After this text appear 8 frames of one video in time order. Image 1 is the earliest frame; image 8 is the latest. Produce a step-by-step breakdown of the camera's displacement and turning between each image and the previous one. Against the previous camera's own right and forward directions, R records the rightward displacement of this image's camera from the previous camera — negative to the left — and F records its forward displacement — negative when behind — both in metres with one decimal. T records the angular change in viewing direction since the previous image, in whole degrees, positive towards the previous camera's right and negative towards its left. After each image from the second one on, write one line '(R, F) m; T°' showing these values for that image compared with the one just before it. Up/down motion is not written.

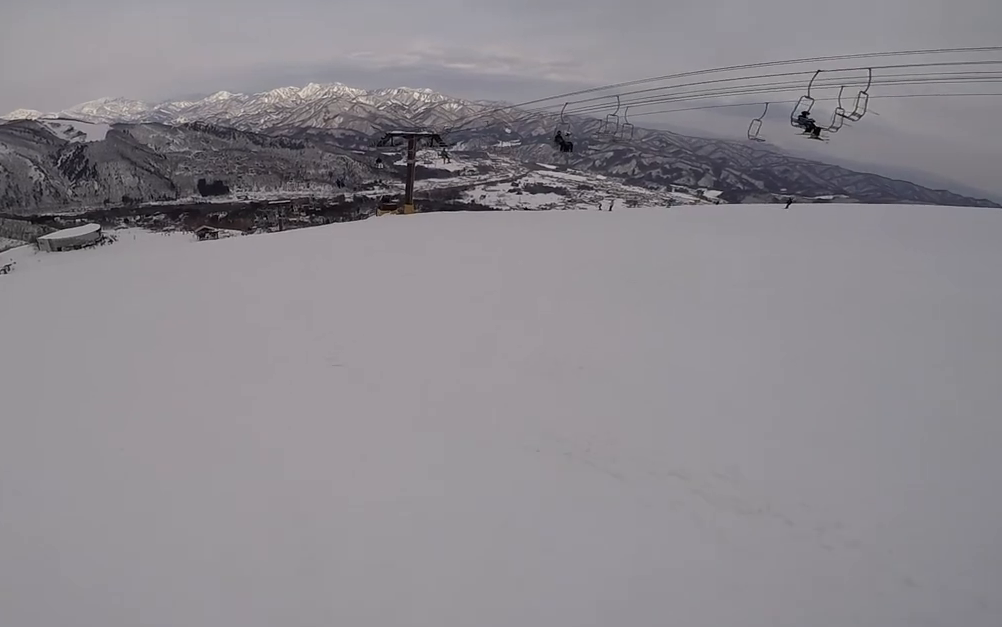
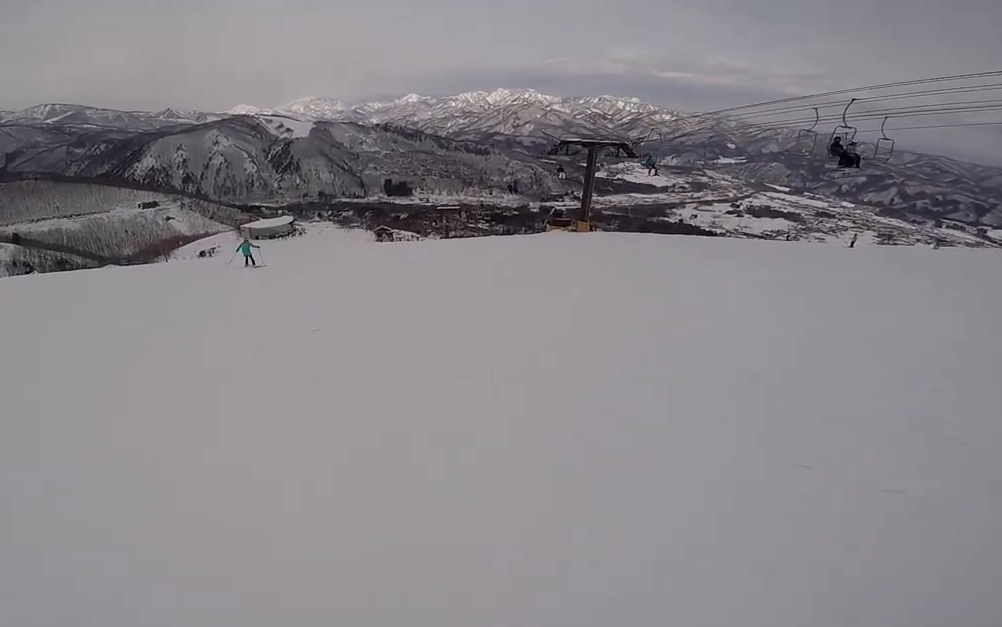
(-2.5, +3.8) m; -49°
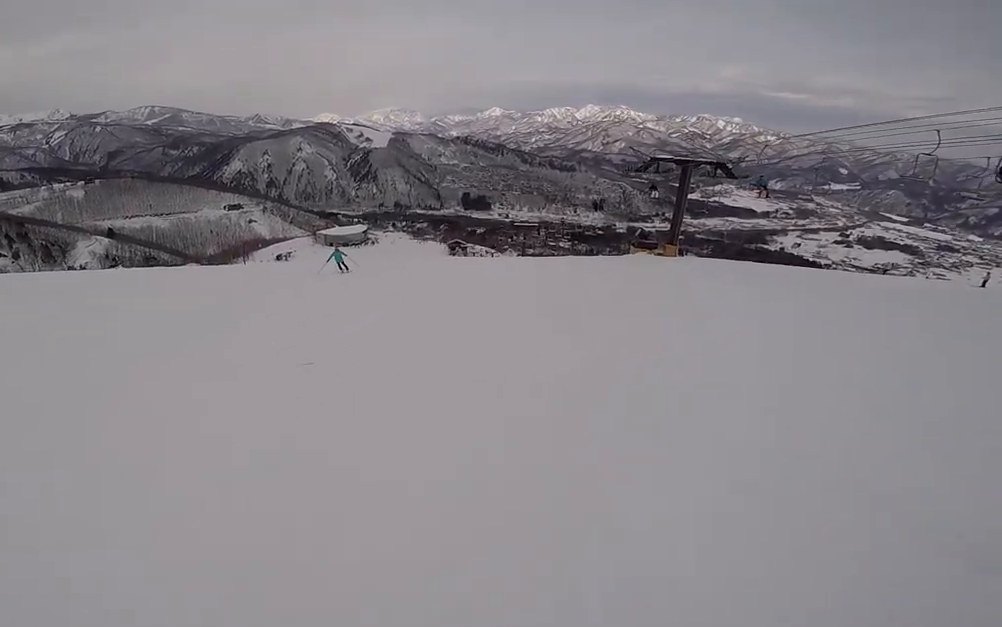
(0.0, +1.5) m; -7°
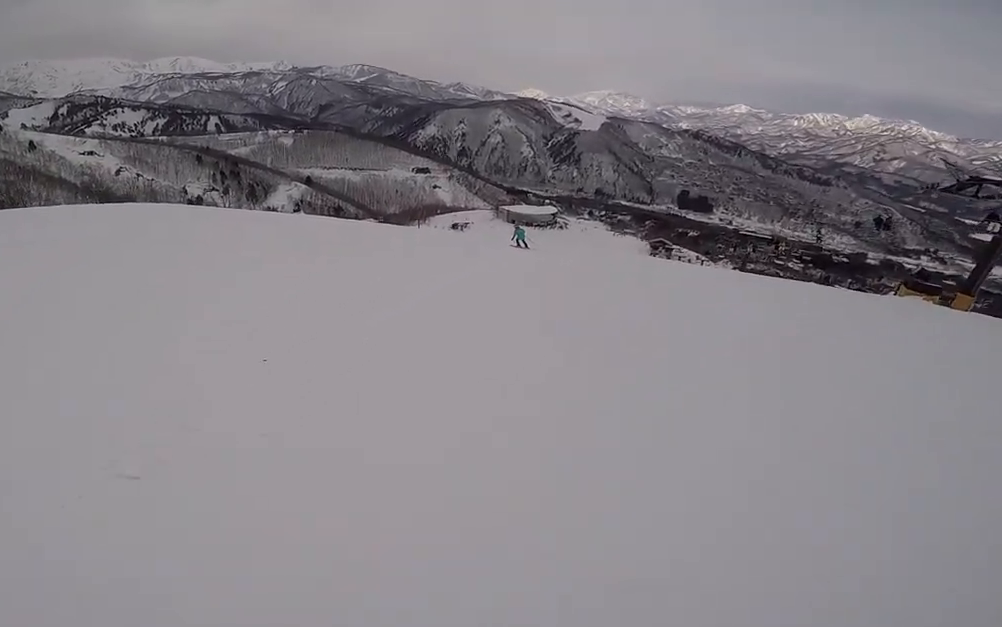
(-0.6, +3.7) m; -31°
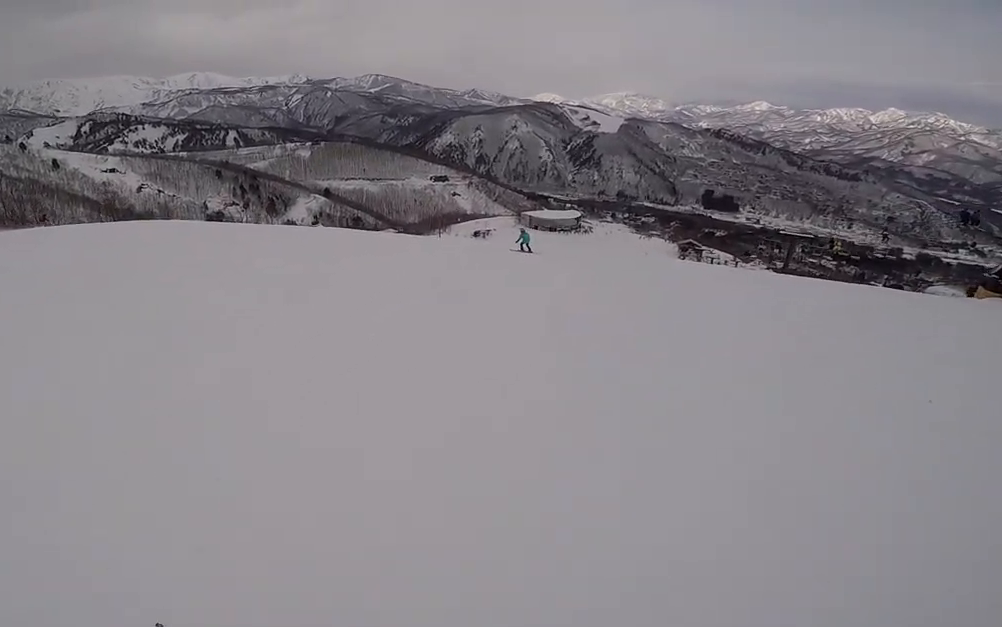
(-0.6, +2.5) m; -17°
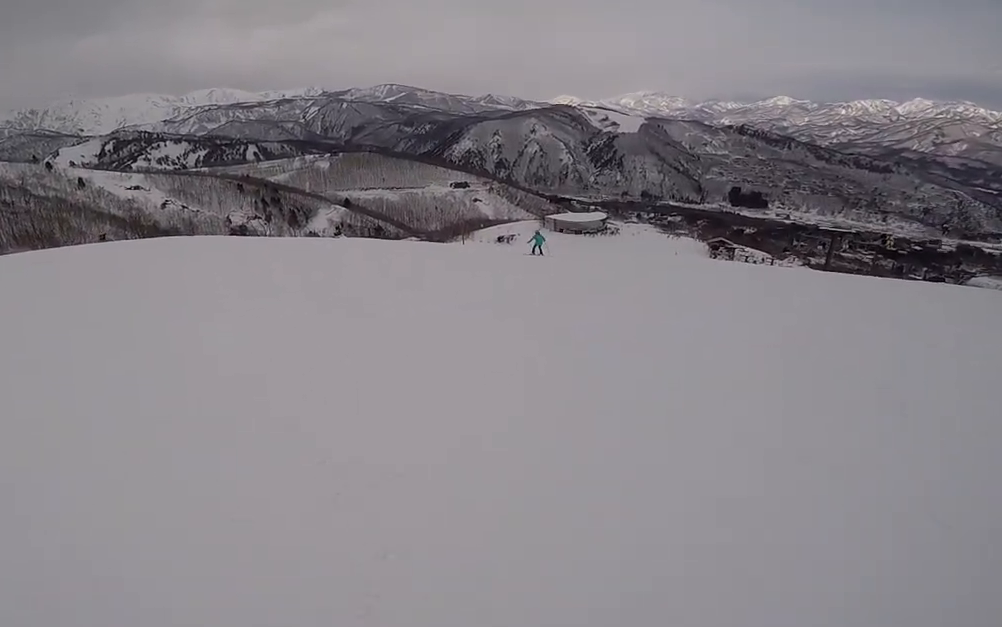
(-0.6, +1.5) m; +1°
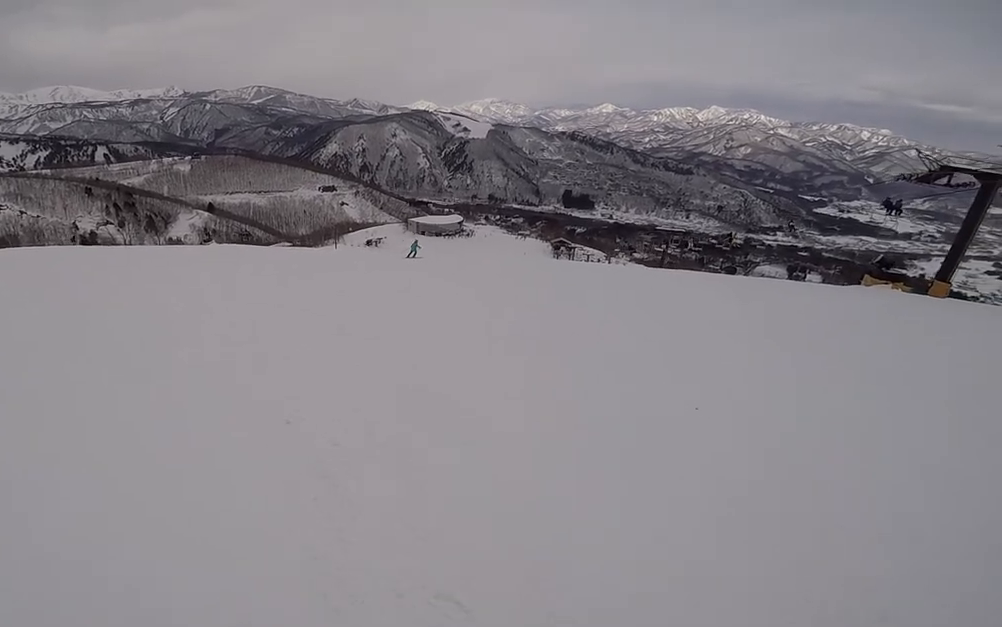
(+1.1, +4.3) m; +41°
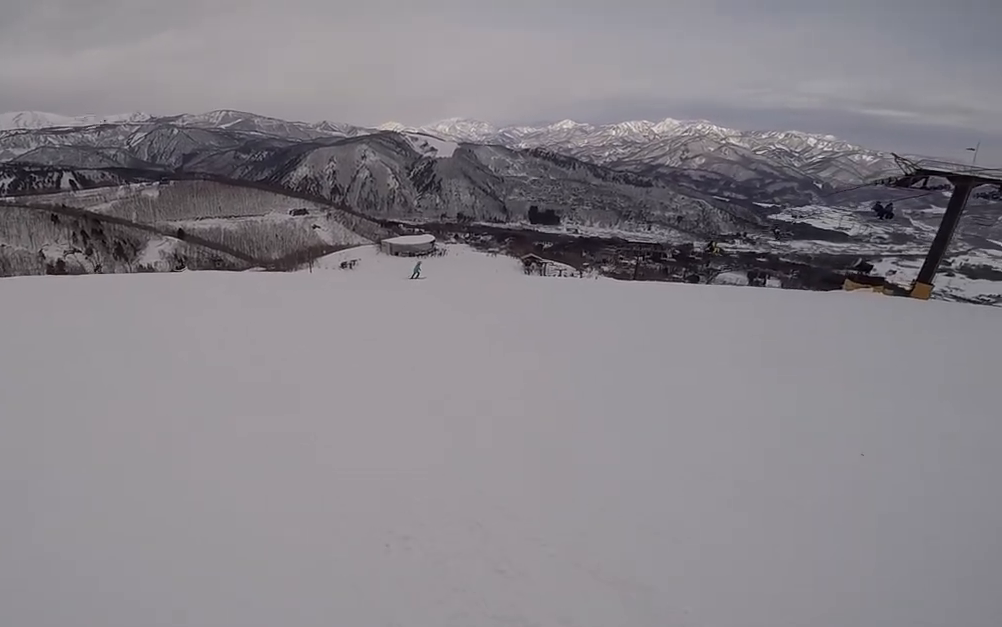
(+0.6, +2.0) m; +13°
